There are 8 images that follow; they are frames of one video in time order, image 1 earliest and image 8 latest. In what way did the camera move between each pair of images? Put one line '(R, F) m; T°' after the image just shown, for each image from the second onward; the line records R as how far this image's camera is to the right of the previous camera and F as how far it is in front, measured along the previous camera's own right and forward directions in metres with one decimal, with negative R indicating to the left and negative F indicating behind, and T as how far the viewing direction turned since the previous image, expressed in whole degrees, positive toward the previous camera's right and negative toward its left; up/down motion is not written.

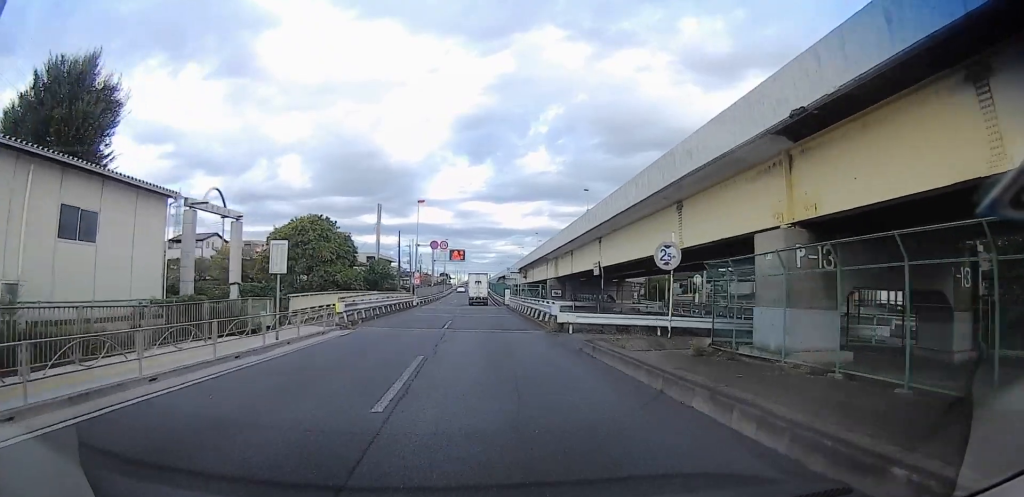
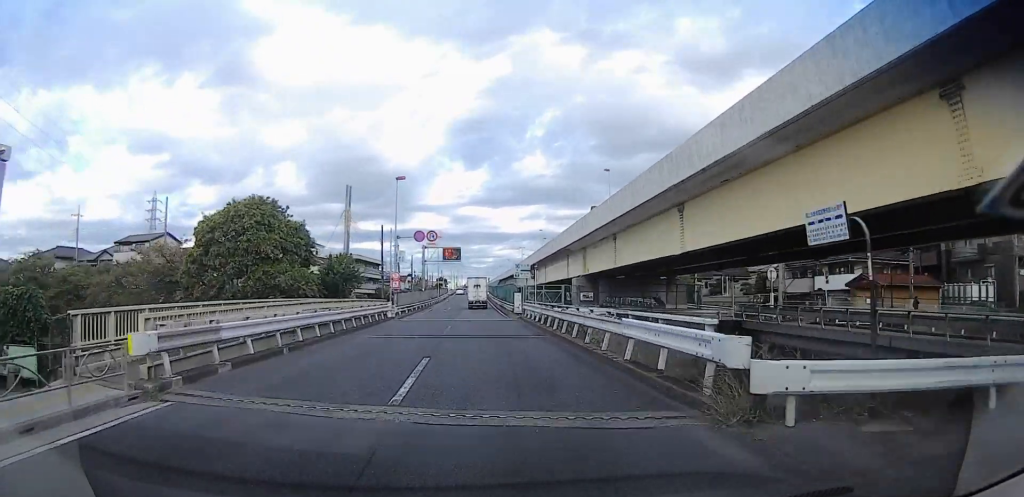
(-0.3, +15.4) m; -1°
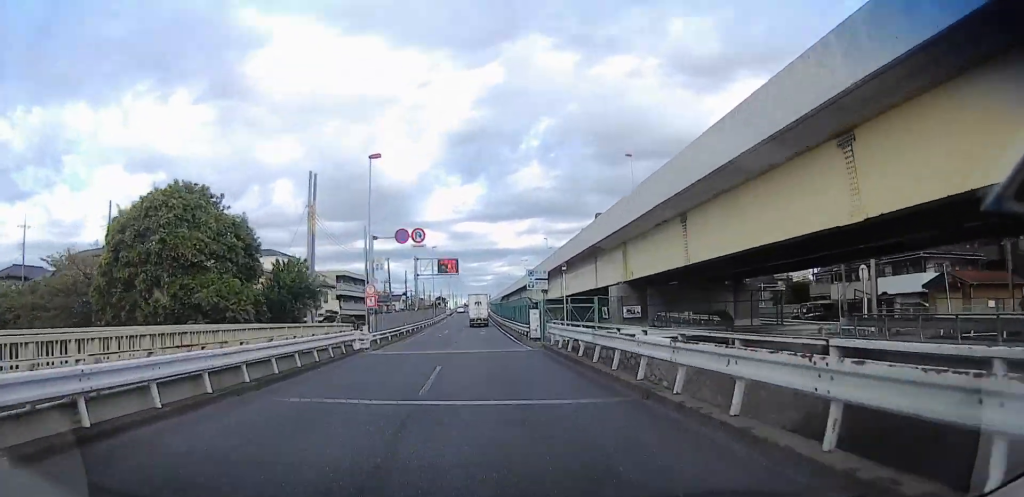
(0.0, +10.9) m; +1°
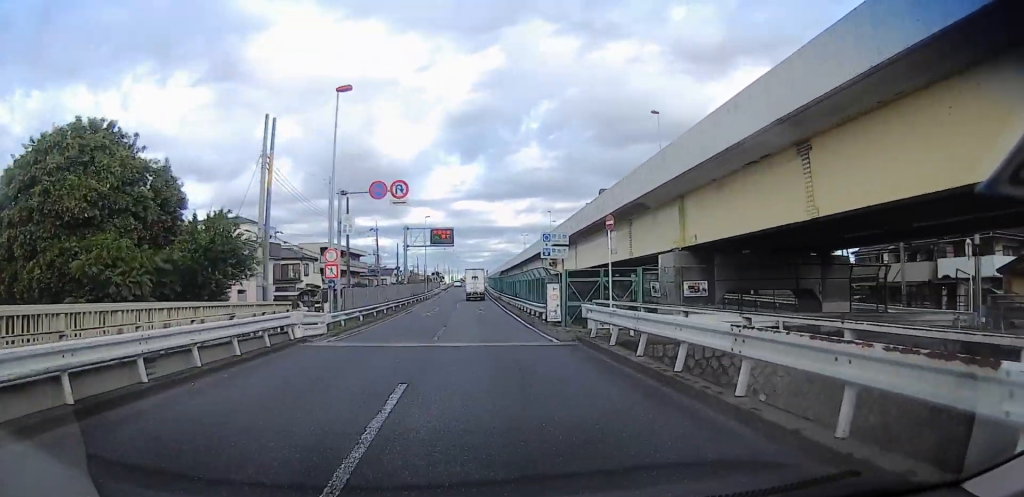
(-0.1, +8.8) m; +2°
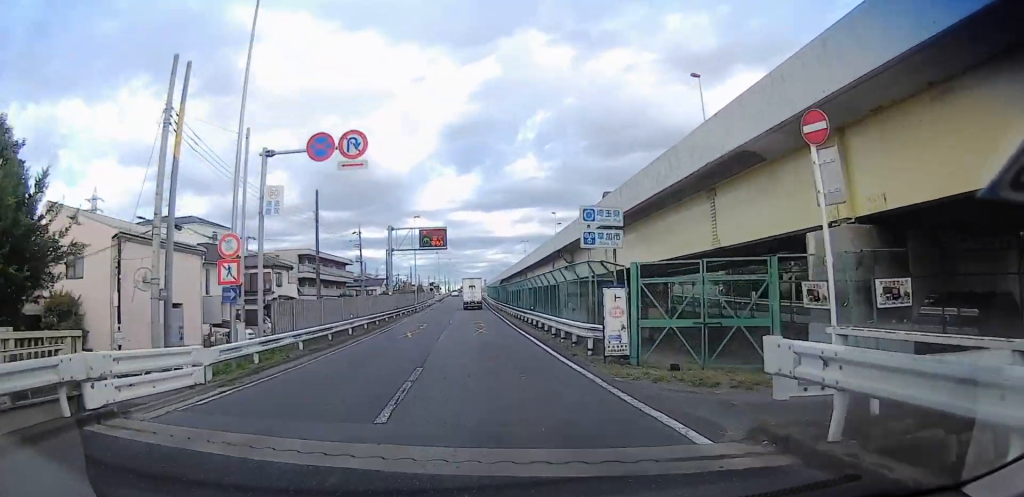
(+0.3, +9.9) m; +2°
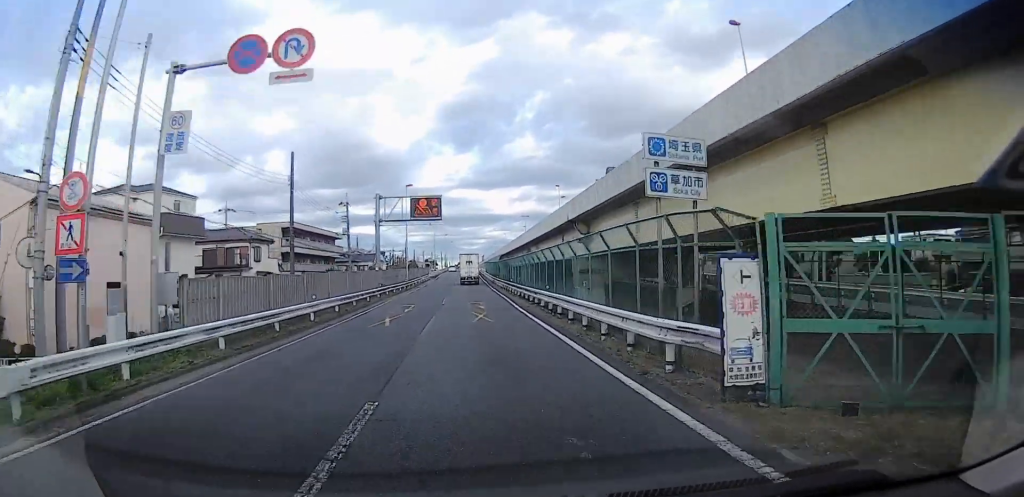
(+0.2, +6.2) m; +1°
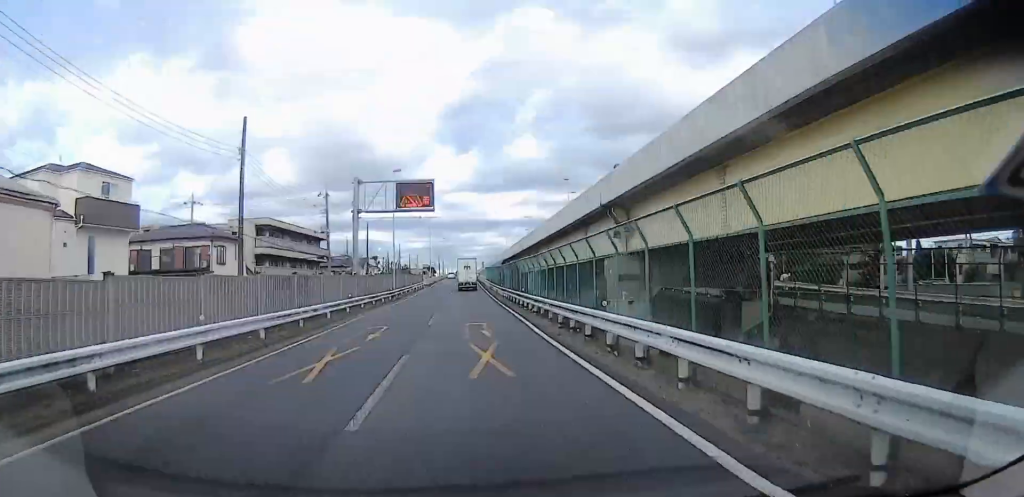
(+0.1, +9.3) m; -1°
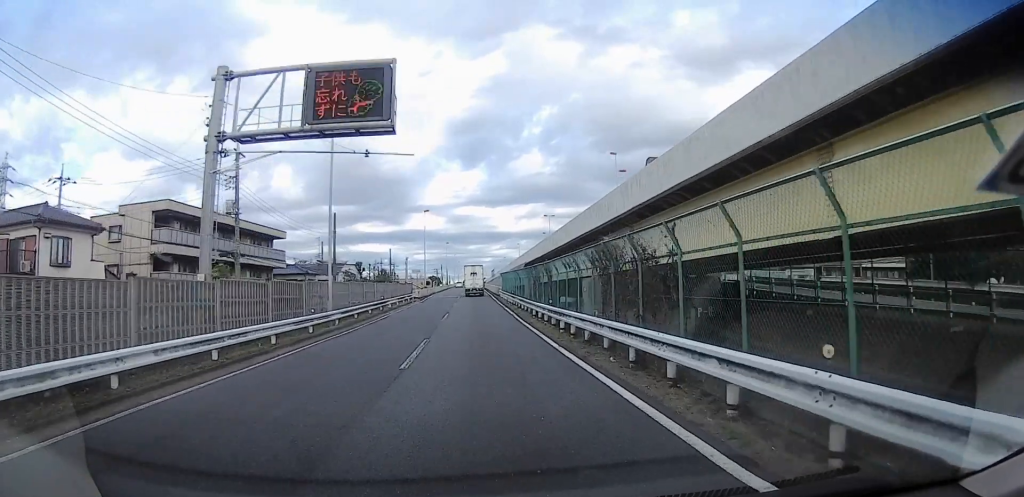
(-1.0, +23.2) m; +1°
